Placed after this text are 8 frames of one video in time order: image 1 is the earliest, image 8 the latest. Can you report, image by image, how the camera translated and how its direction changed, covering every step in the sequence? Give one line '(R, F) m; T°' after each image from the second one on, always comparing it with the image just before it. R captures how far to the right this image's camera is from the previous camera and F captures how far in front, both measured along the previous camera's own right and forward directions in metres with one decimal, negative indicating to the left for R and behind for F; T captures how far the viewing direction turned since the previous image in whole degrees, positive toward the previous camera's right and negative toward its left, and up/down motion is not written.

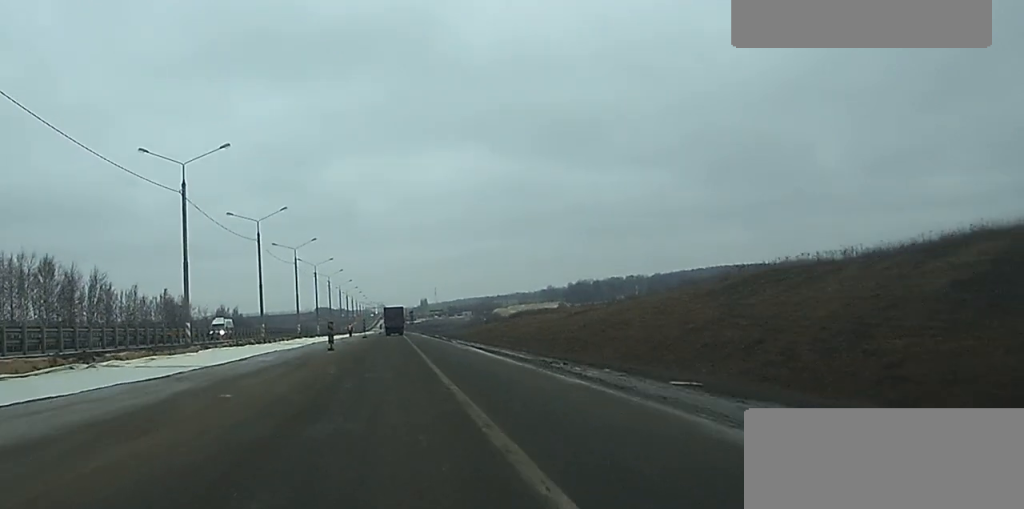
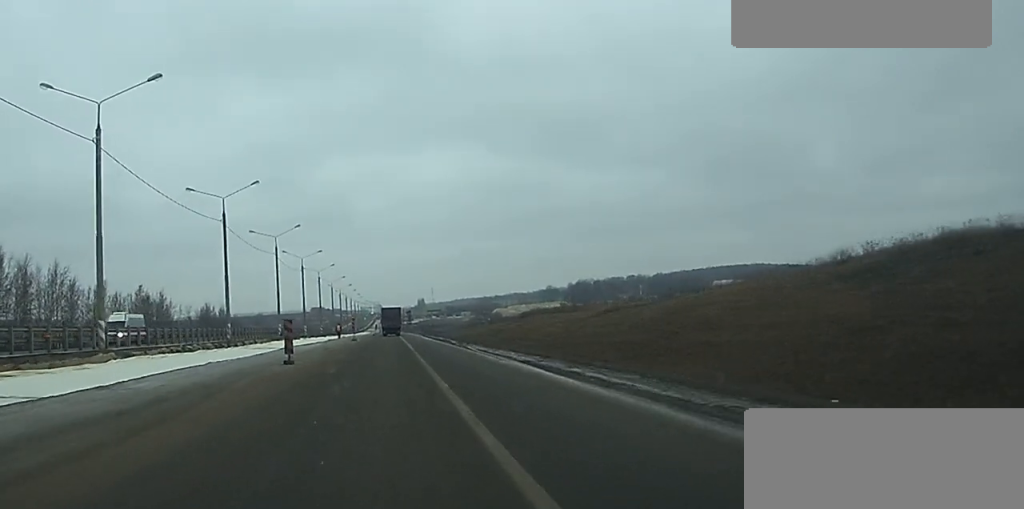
(0.0, +16.9) m; 0°
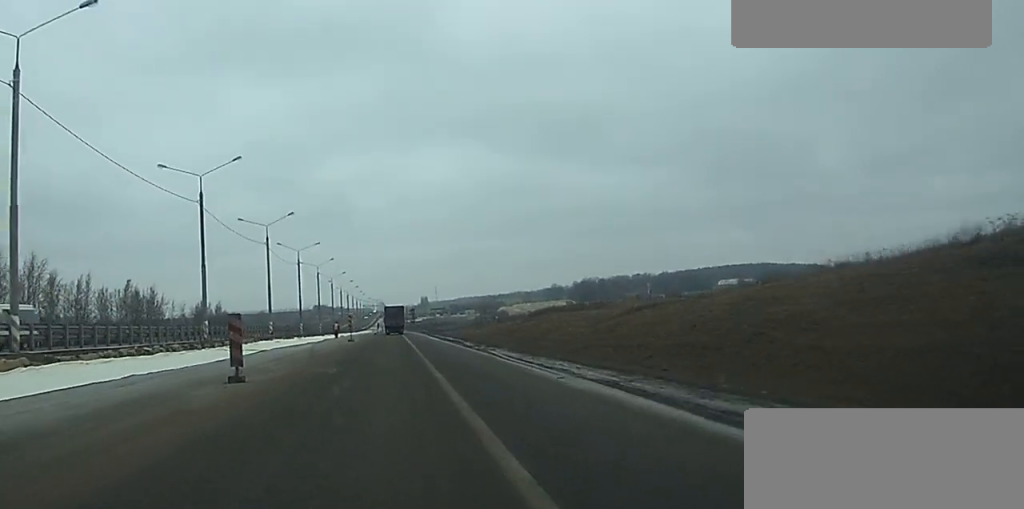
(0.0, +10.2) m; 0°
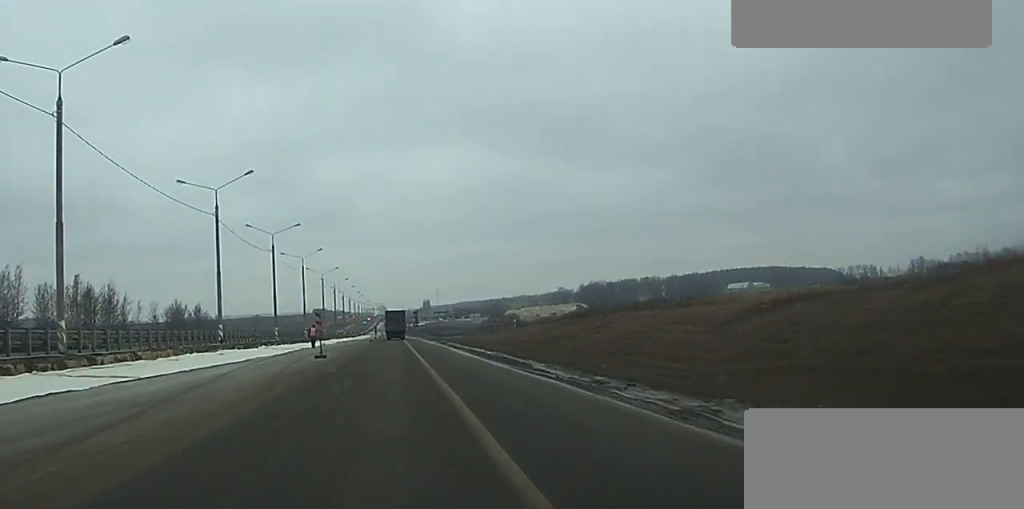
(0.0, +28.7) m; 0°
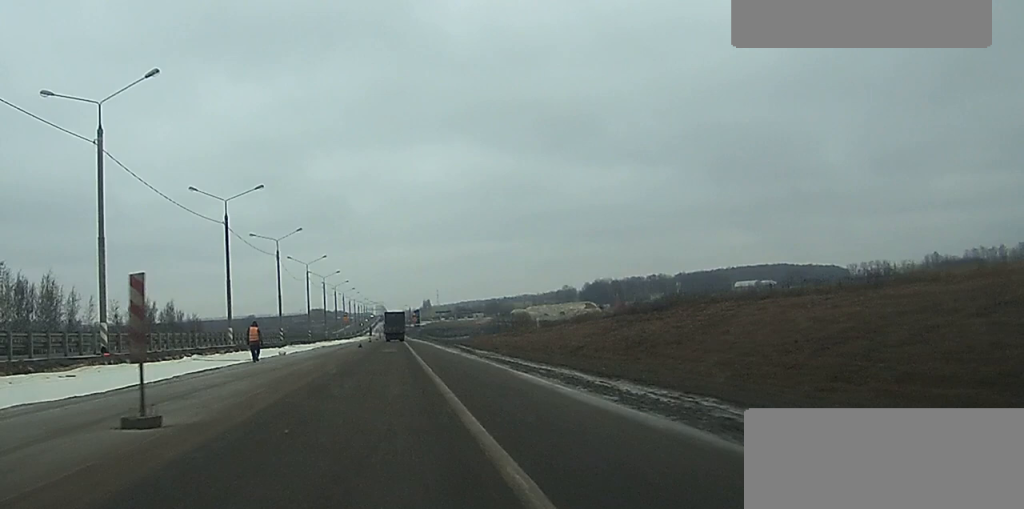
(+0.2, +28.0) m; +1°
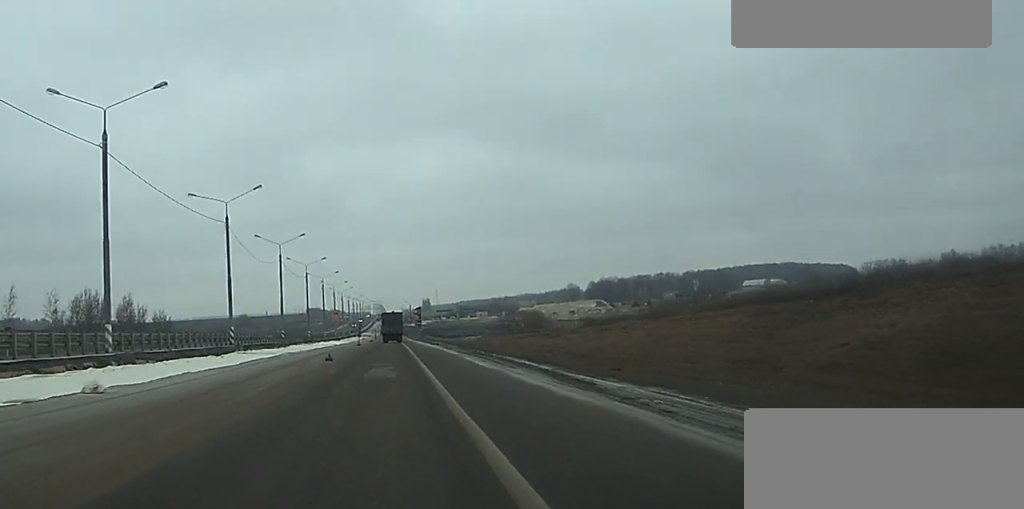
(+0.1, +31.1) m; 0°
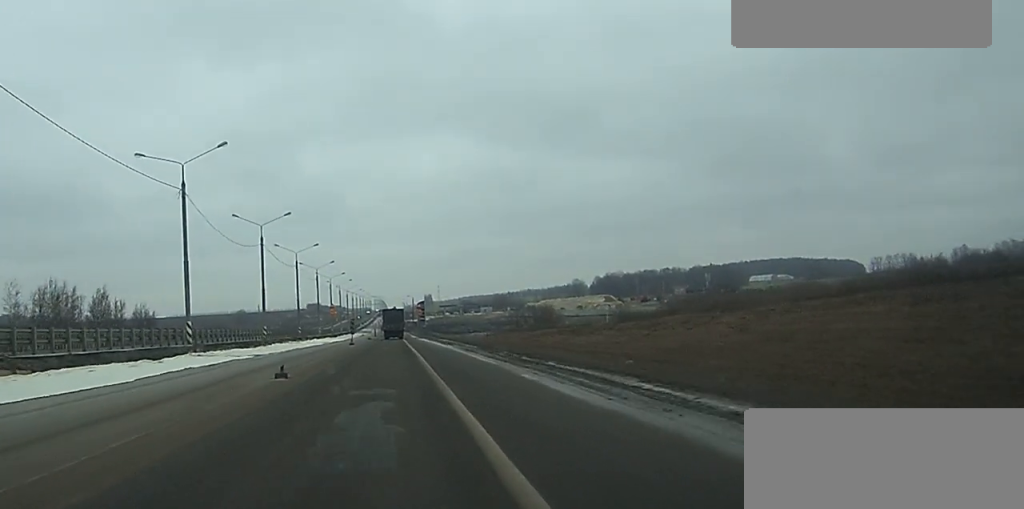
(+0.1, +15.8) m; 0°
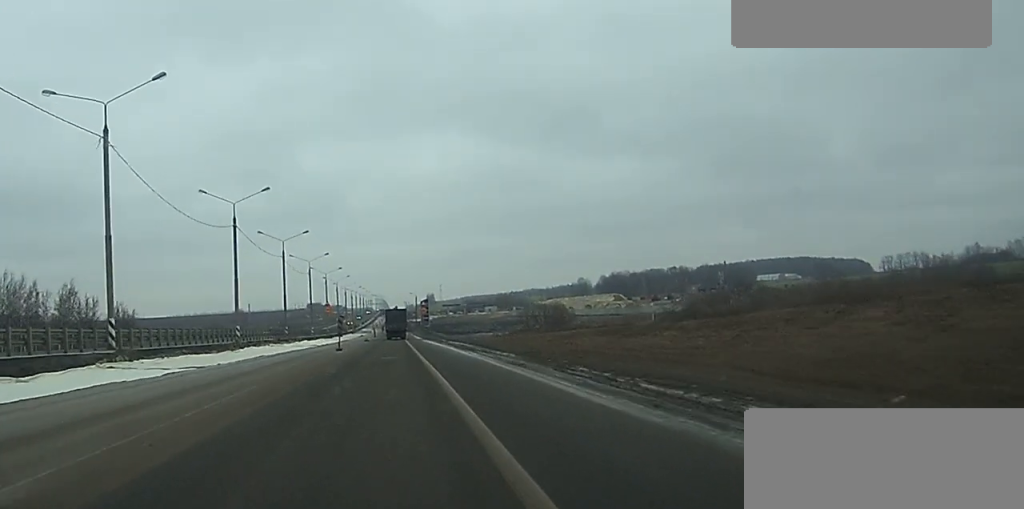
(0.0, +16.4) m; 0°
